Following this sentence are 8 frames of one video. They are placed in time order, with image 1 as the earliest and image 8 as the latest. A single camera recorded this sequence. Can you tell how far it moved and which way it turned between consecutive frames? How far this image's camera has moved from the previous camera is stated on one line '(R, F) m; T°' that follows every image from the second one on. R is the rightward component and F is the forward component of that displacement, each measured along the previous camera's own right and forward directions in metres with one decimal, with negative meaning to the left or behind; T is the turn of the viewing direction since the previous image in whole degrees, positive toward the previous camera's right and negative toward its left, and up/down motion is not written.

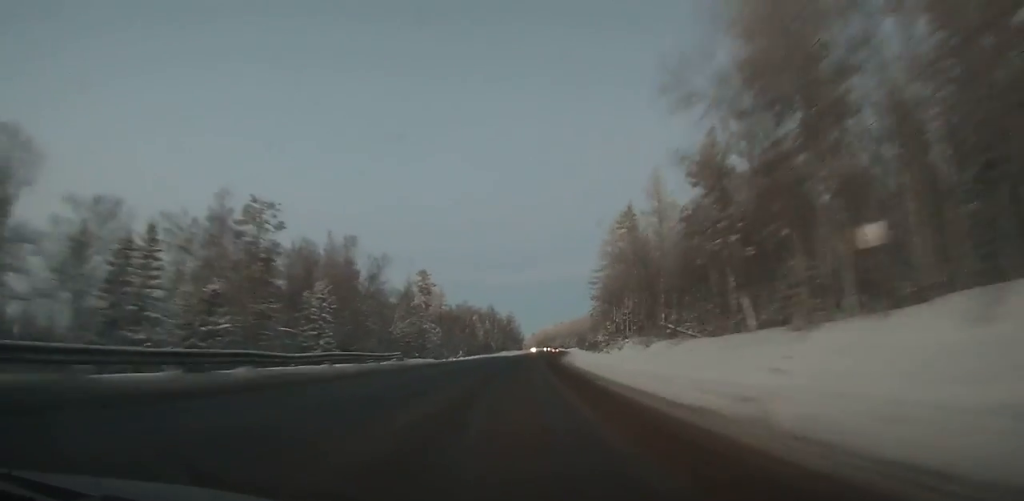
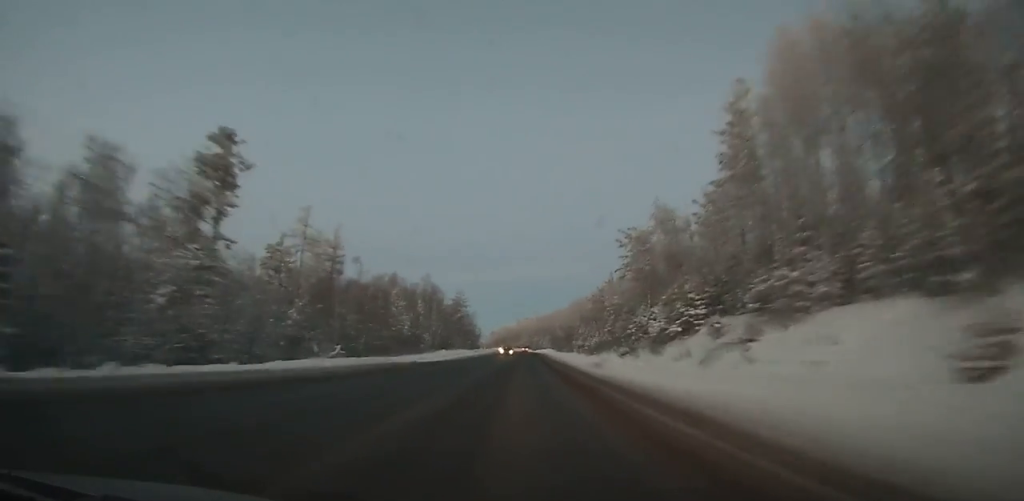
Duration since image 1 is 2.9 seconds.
(+1.5, +69.7) m; +2°
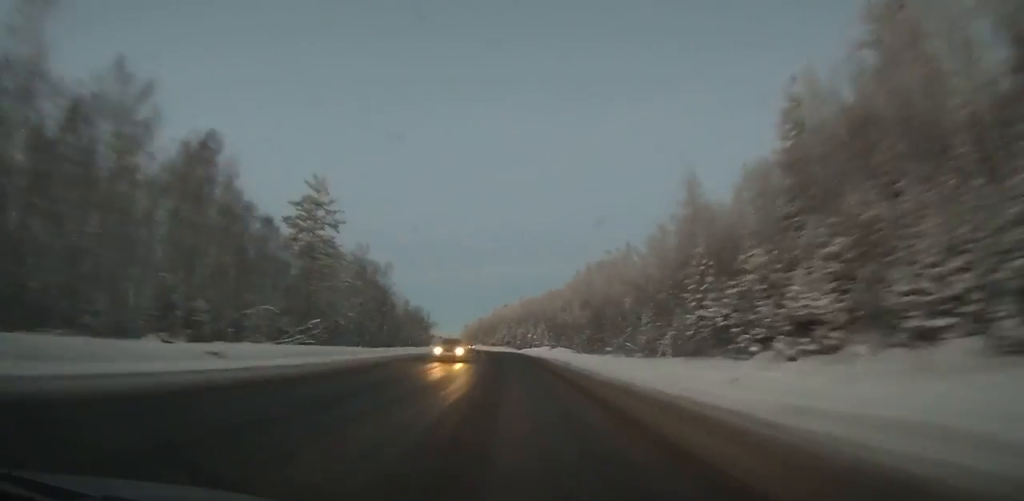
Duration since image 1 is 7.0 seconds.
(+1.4, +96.2) m; -1°
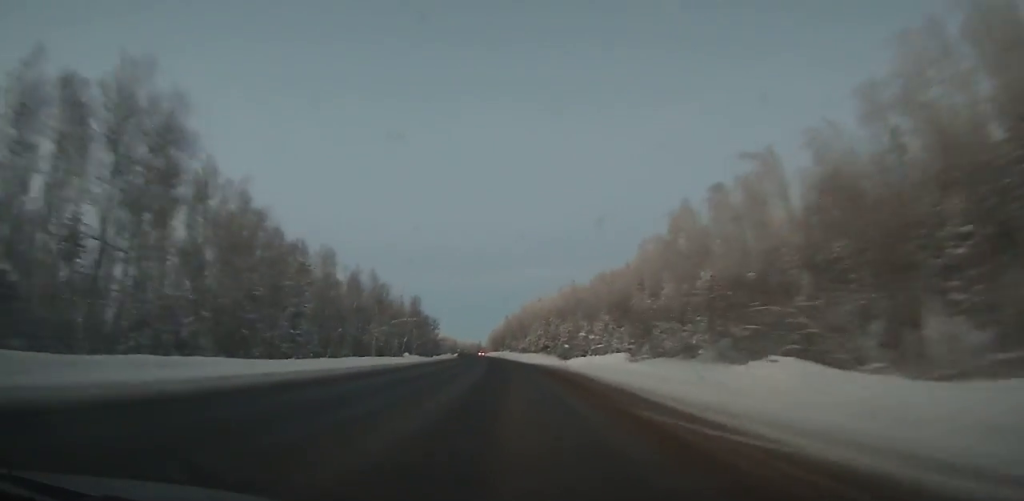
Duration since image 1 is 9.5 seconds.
(-1.5, +56.4) m; -3°
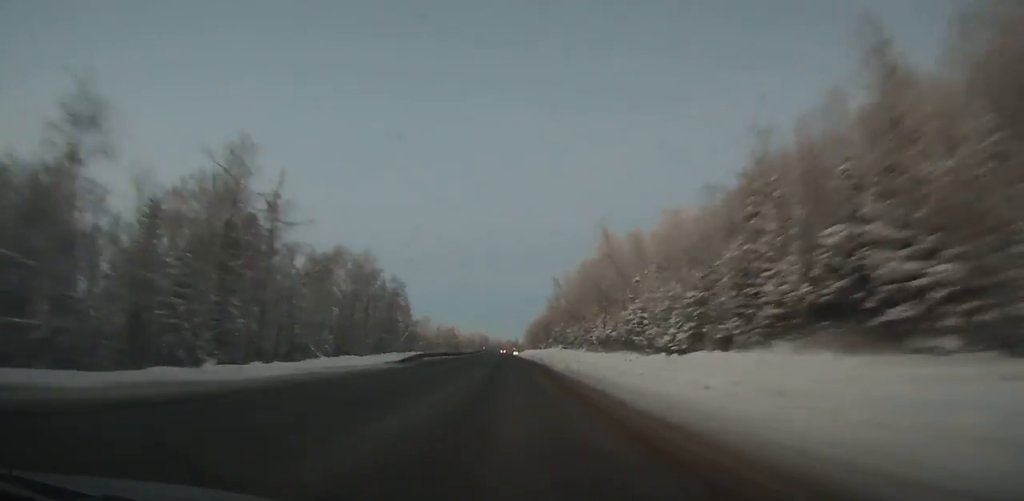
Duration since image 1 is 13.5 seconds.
(-2.6, +86.2) m; -3°
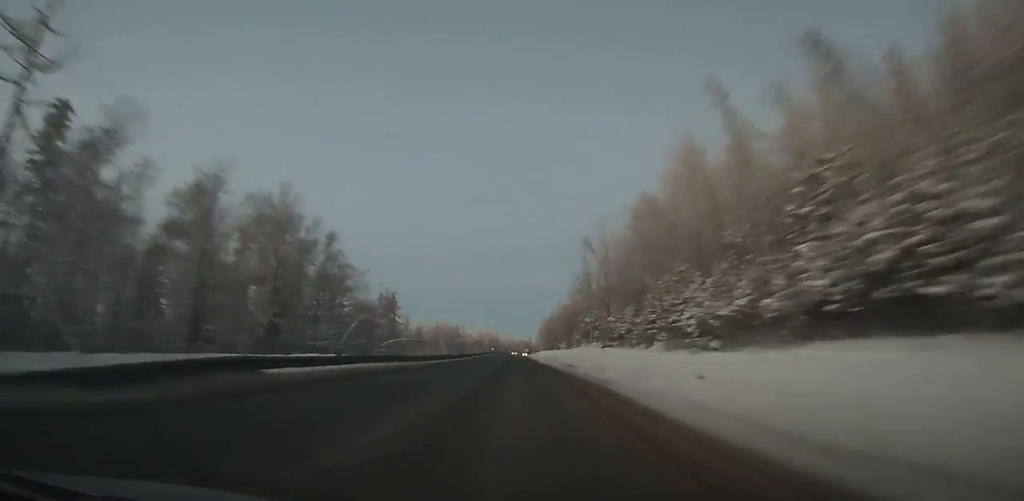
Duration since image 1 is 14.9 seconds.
(-0.3, +28.8) m; 0°
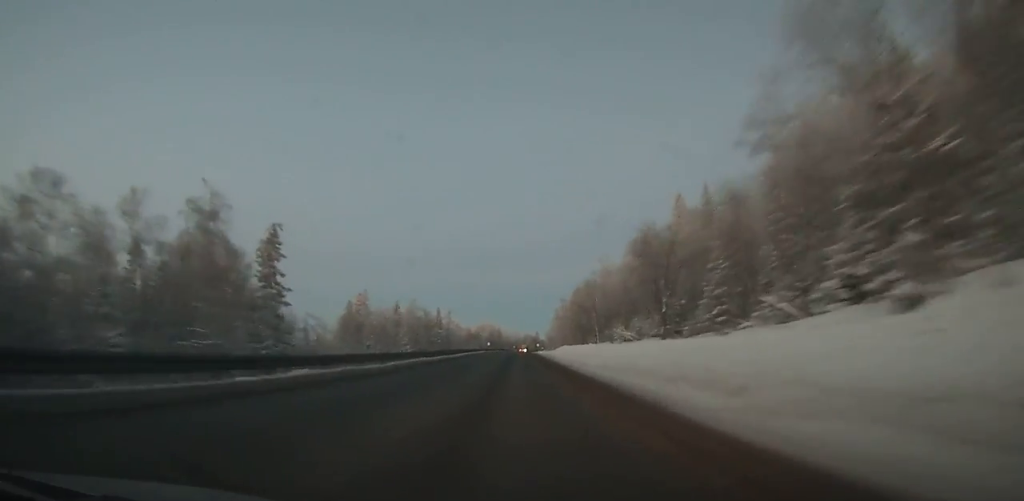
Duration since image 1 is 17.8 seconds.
(-0.4, +60.2) m; -1°
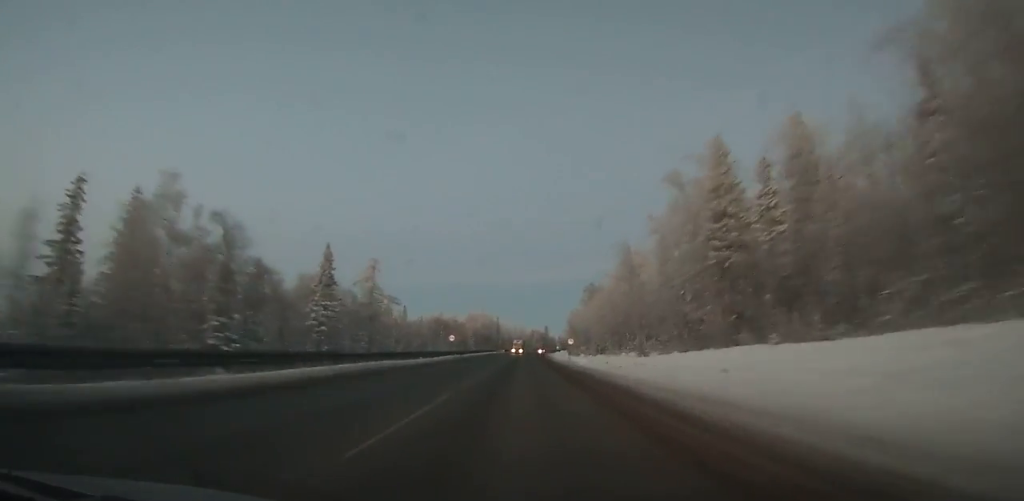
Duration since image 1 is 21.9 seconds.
(-0.4, +89.5) m; 0°
